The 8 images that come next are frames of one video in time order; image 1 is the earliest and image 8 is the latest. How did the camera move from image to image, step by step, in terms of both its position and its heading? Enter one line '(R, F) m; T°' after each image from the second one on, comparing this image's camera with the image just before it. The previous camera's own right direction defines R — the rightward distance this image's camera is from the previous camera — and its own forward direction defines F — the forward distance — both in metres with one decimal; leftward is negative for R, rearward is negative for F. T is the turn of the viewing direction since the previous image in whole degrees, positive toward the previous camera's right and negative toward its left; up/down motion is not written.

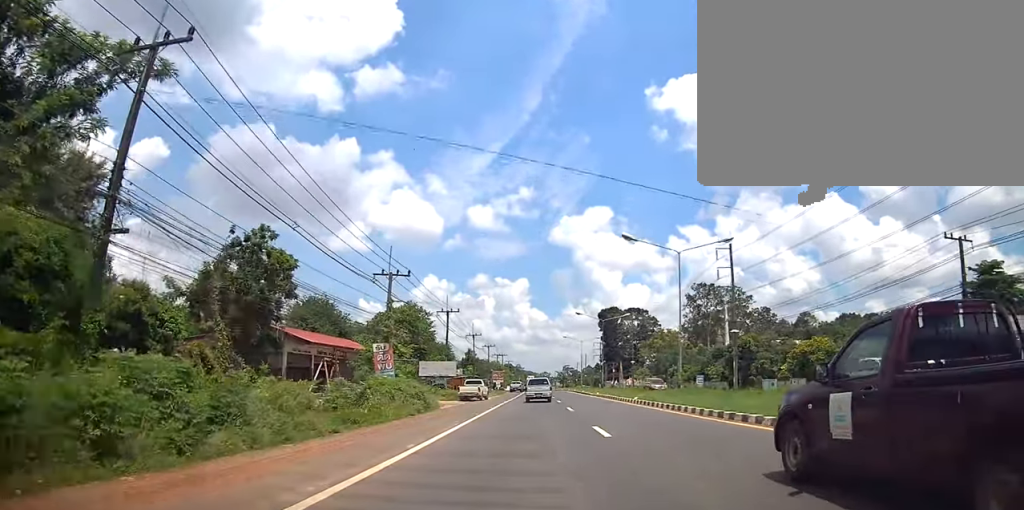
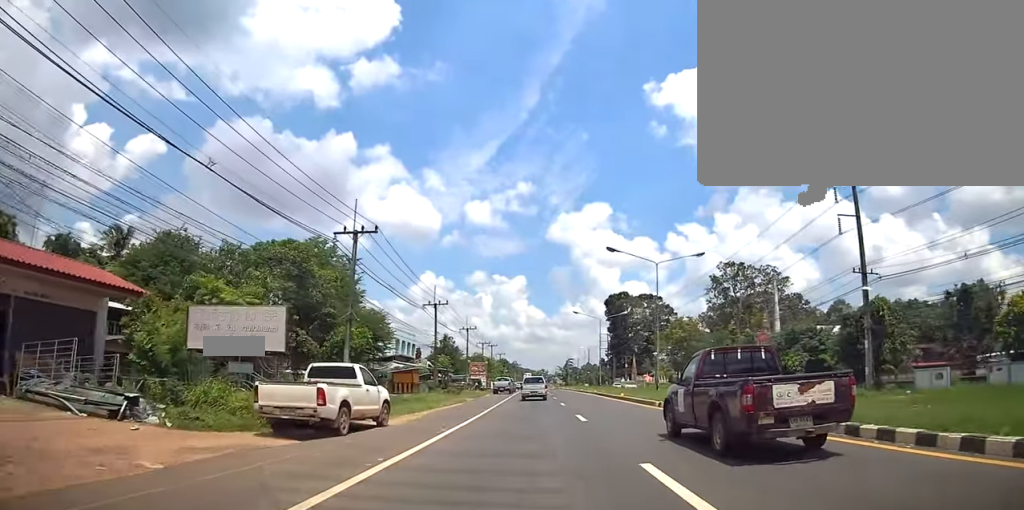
(+0.3, +32.2) m; +1°
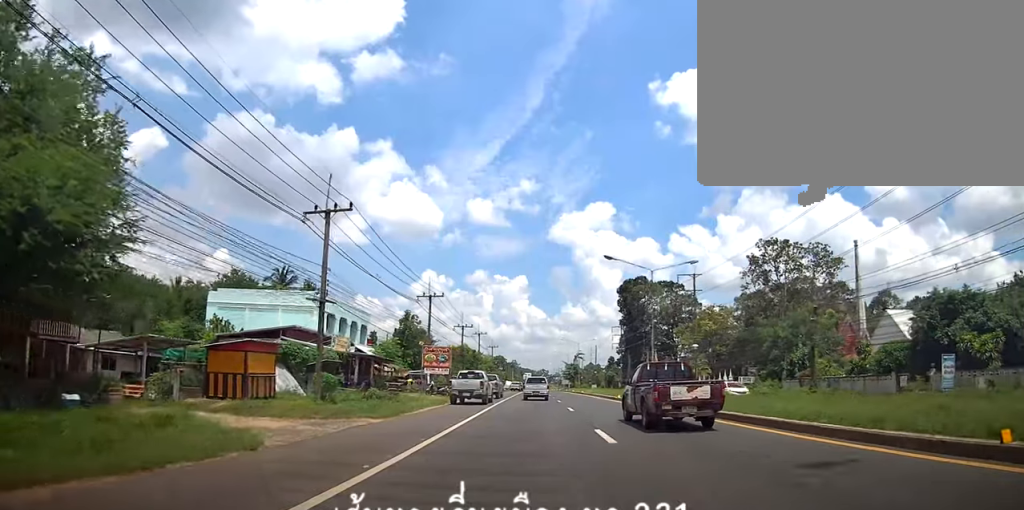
(0.0, +30.0) m; 0°
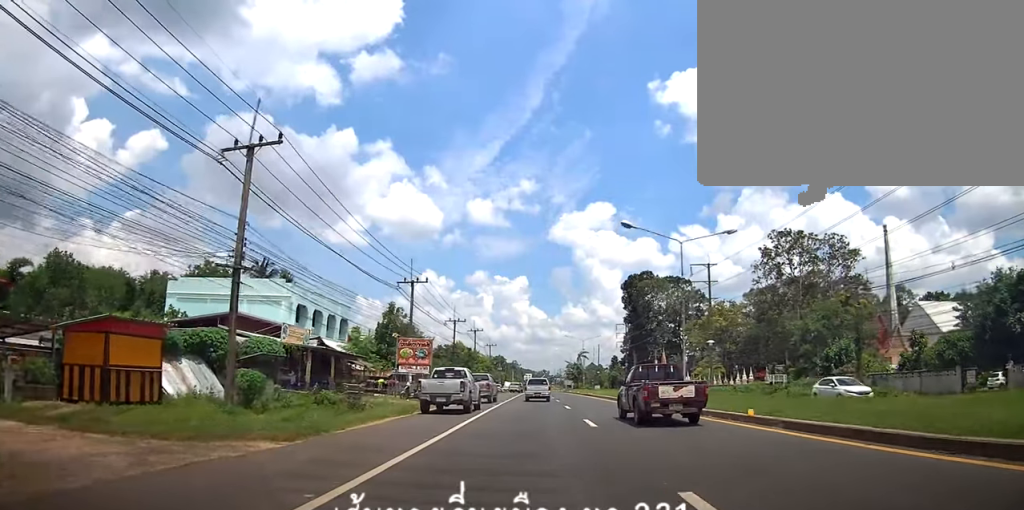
(0.0, +7.8) m; 0°
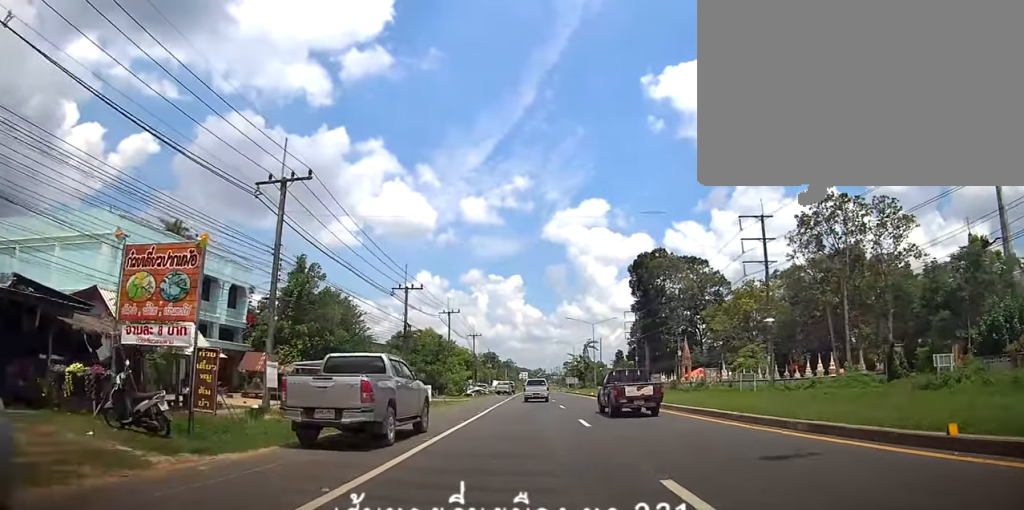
(-0.1, +23.2) m; 0°
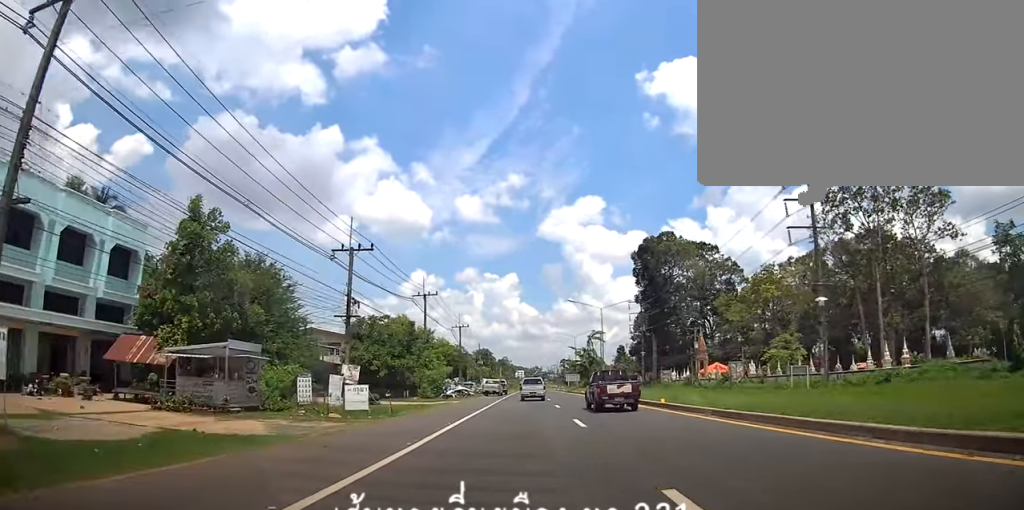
(+0.1, +12.6) m; +1°
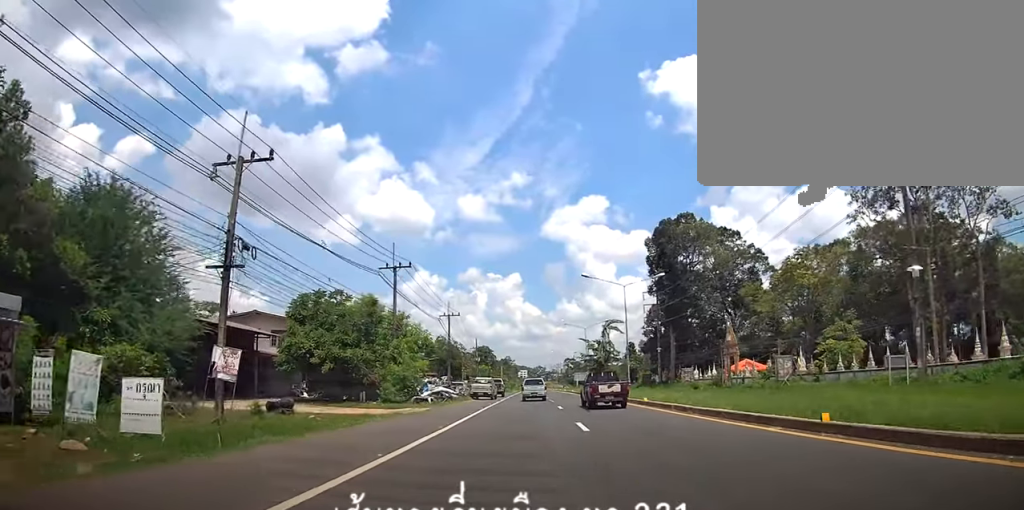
(+0.1, +13.4) m; 0°
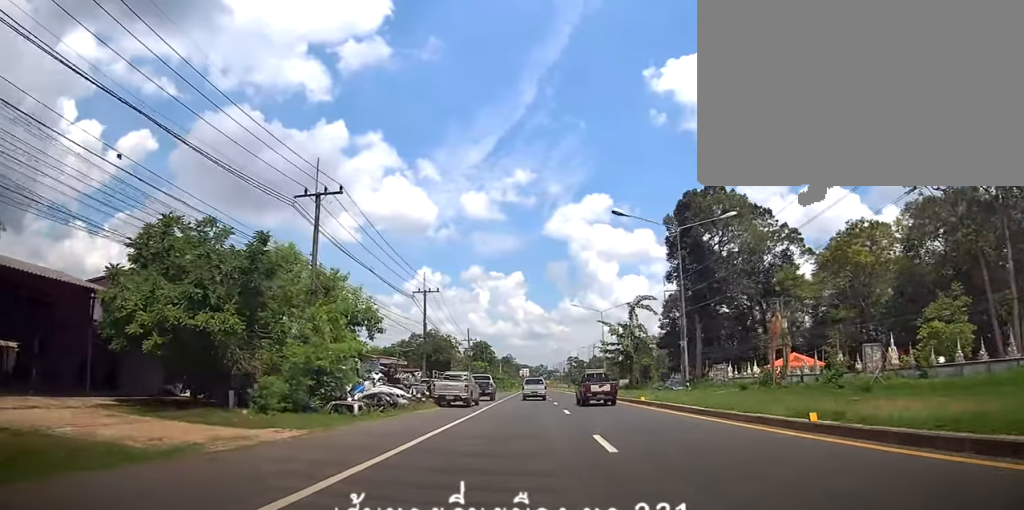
(0.0, +16.5) m; 0°
